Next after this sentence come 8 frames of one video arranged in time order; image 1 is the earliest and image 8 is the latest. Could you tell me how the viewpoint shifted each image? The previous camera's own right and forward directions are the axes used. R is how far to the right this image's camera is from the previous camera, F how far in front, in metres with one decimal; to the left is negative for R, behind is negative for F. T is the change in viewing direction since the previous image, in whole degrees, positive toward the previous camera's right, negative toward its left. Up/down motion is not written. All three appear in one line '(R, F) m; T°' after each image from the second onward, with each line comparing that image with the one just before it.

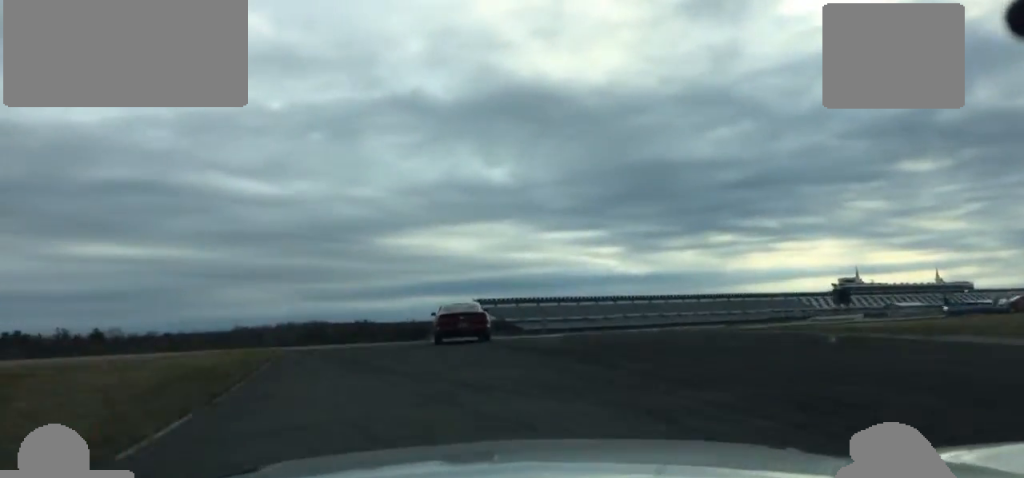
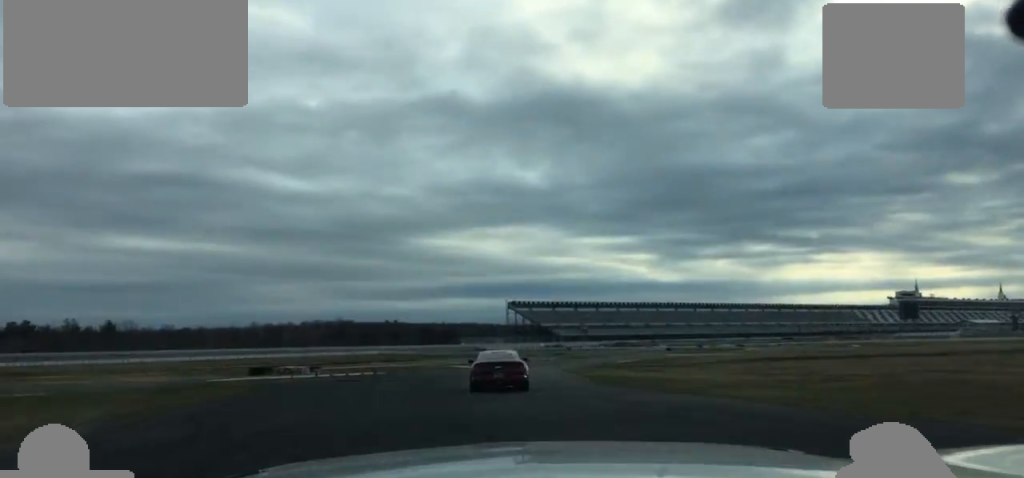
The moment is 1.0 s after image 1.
(-1.1, +31.5) m; -1°
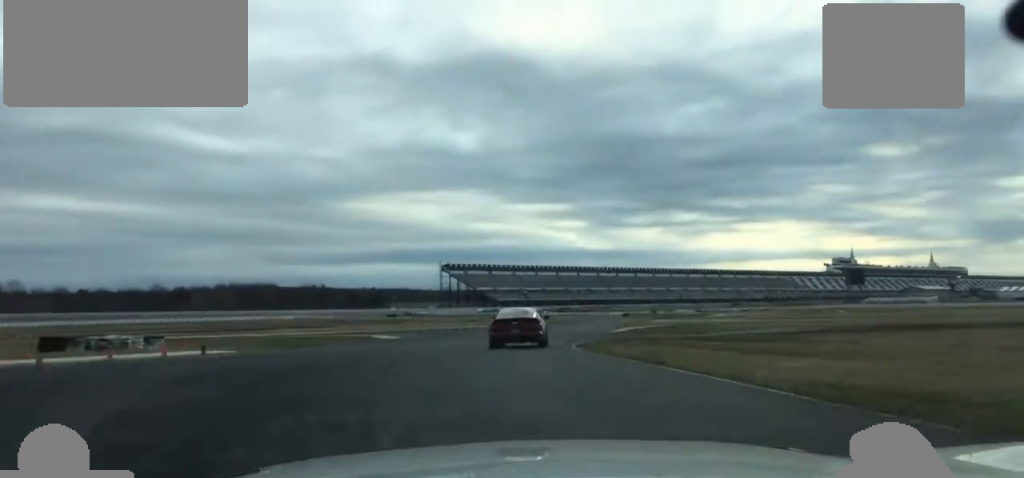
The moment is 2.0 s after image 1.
(+0.3, +30.4) m; +4°
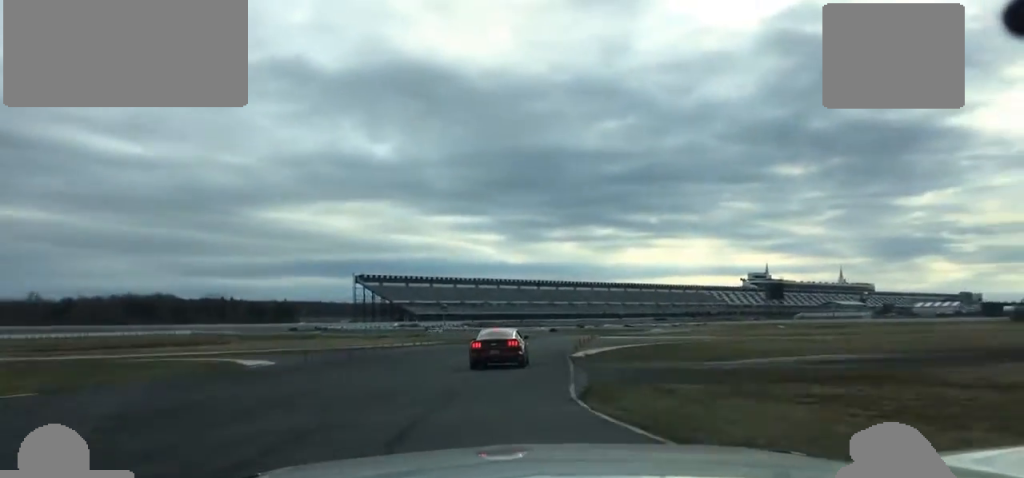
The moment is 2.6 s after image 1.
(+0.7, +17.1) m; +3°
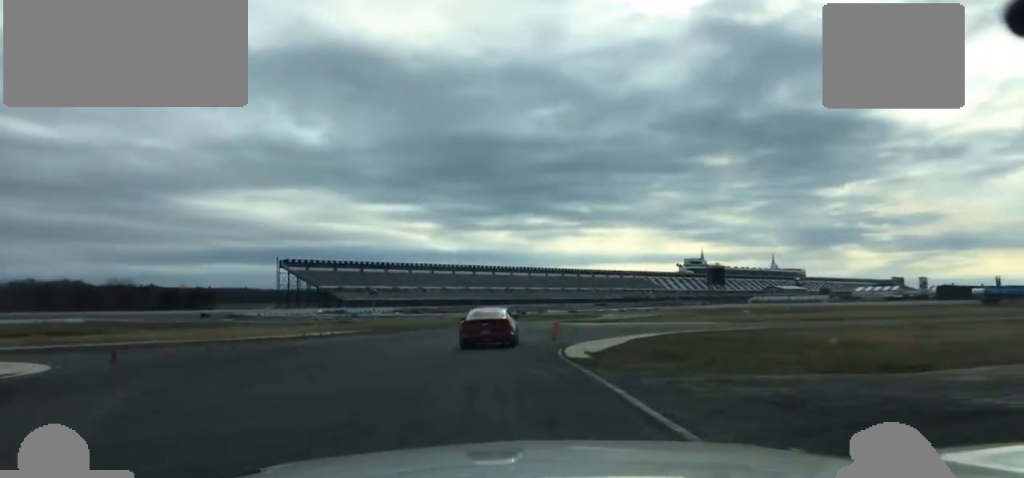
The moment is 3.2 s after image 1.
(+0.7, +17.2) m; +3°
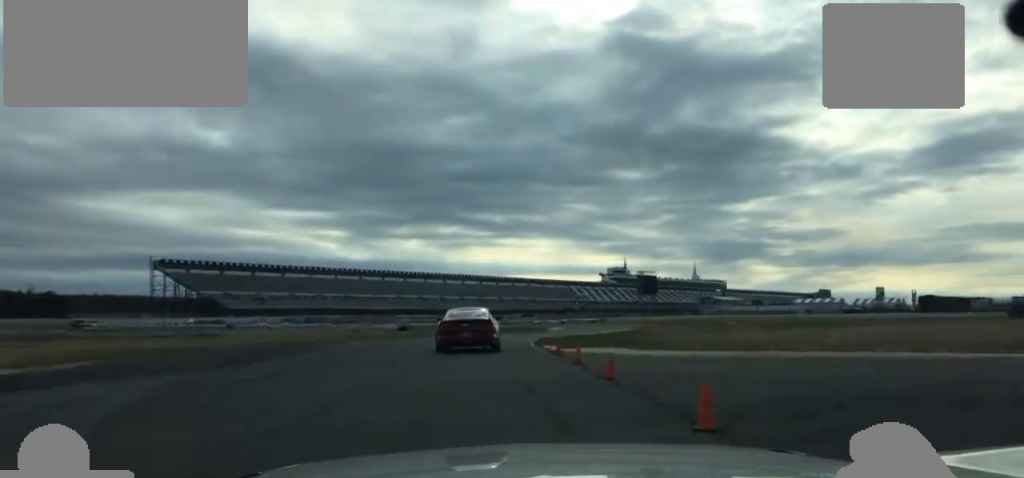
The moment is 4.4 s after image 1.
(+1.8, +36.9) m; +7°
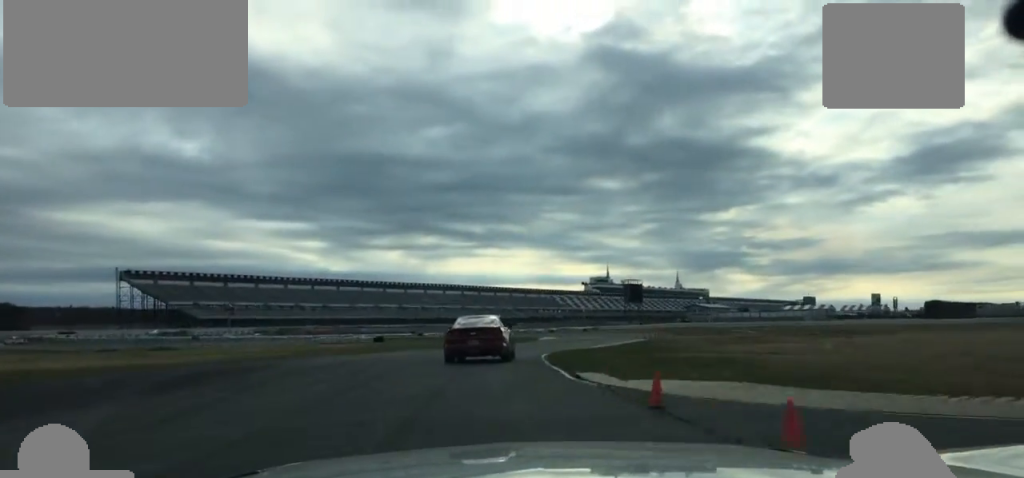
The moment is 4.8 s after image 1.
(+0.7, +12.6) m; +3°
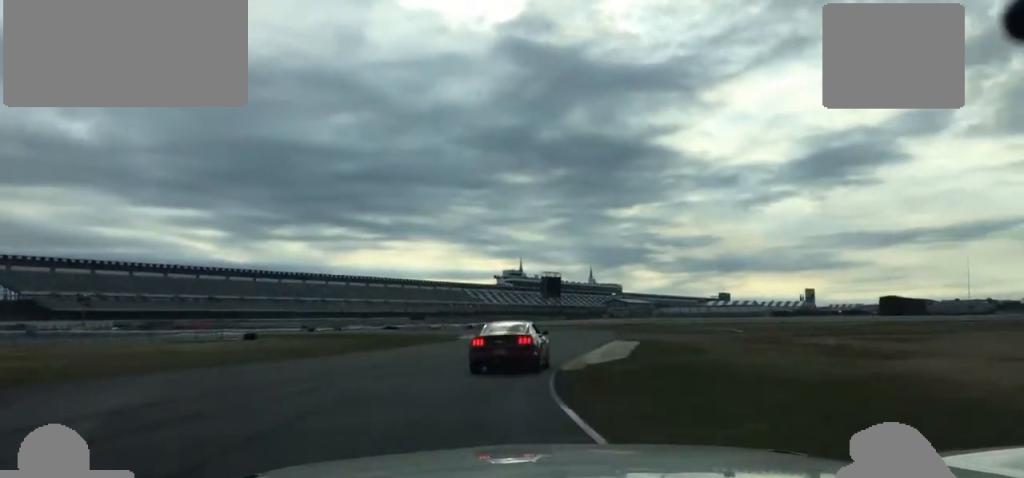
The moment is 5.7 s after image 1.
(+1.2, +23.5) m; +5°
